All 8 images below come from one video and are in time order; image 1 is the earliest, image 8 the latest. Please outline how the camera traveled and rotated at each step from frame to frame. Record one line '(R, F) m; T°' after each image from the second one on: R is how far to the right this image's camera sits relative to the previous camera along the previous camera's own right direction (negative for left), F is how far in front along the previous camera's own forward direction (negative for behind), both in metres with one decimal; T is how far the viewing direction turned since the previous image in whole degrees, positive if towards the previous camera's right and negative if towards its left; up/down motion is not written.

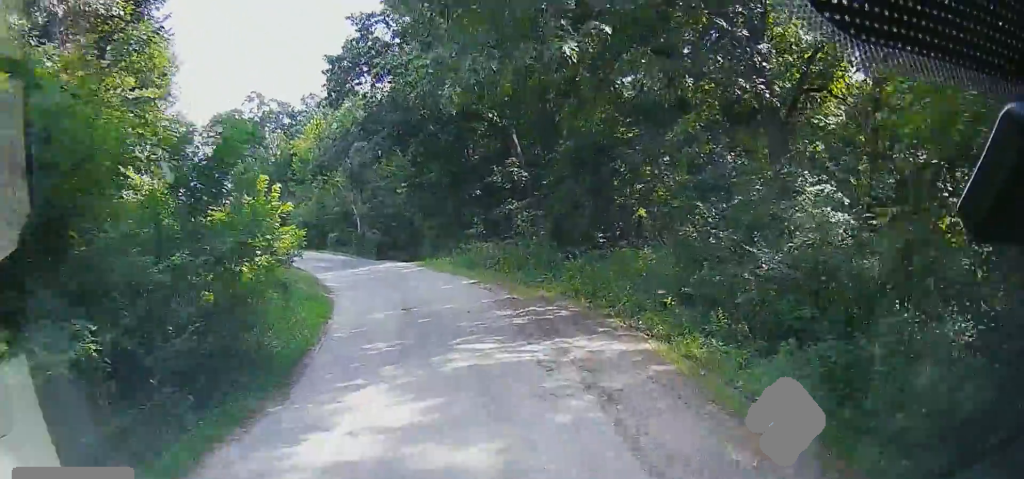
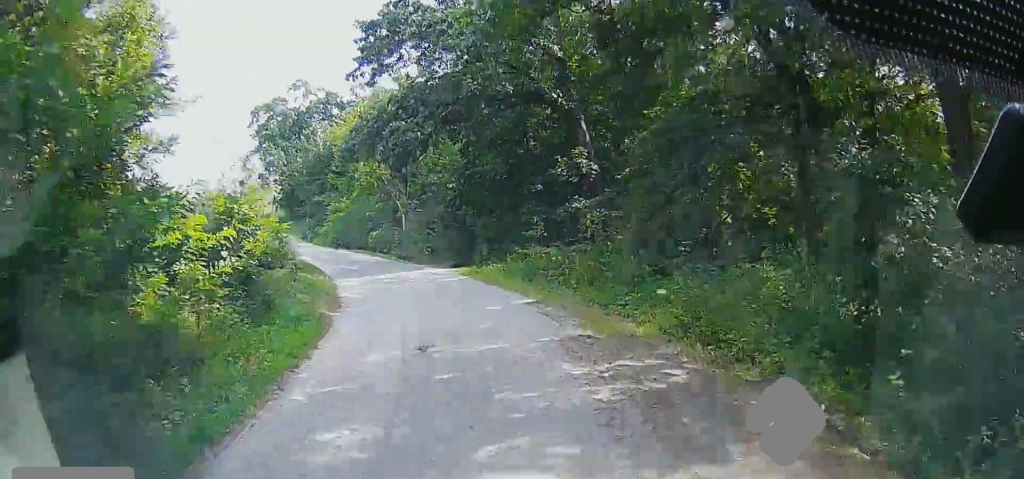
(-0.3, +5.9) m; -3°
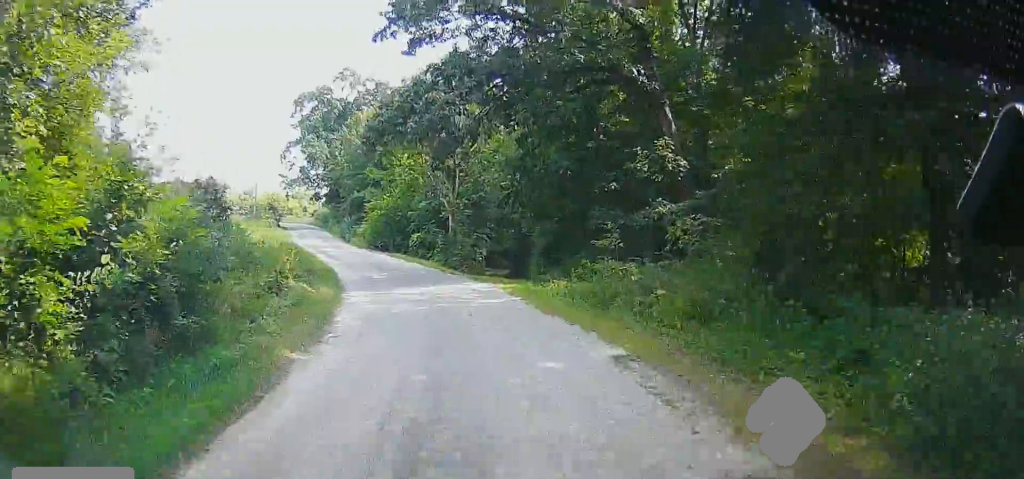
(-0.2, +6.0) m; -2°
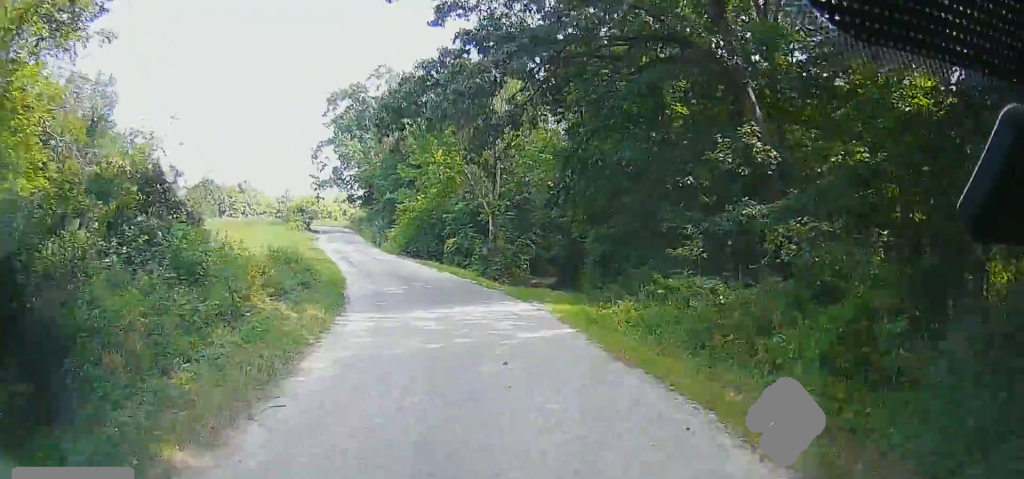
(0.0, +4.9) m; -4°
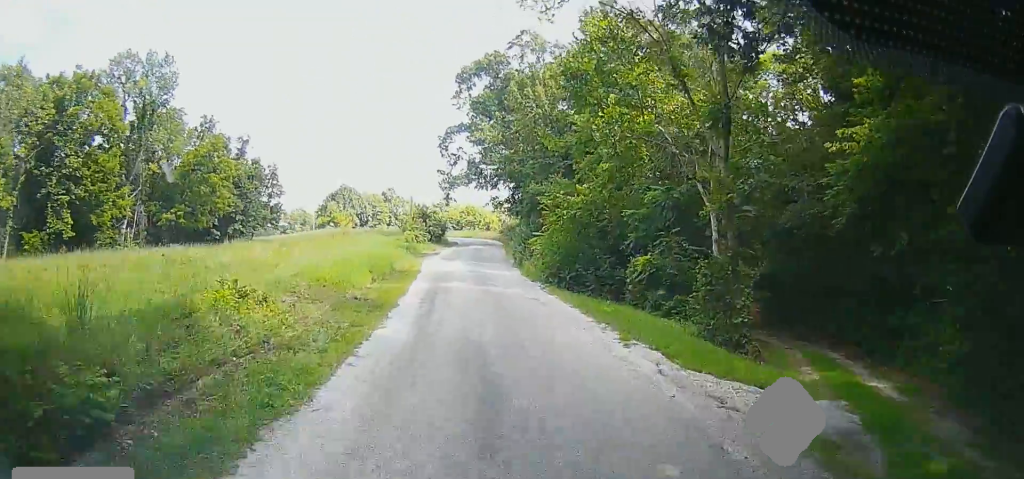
(-2.4, +17.2) m; -15°
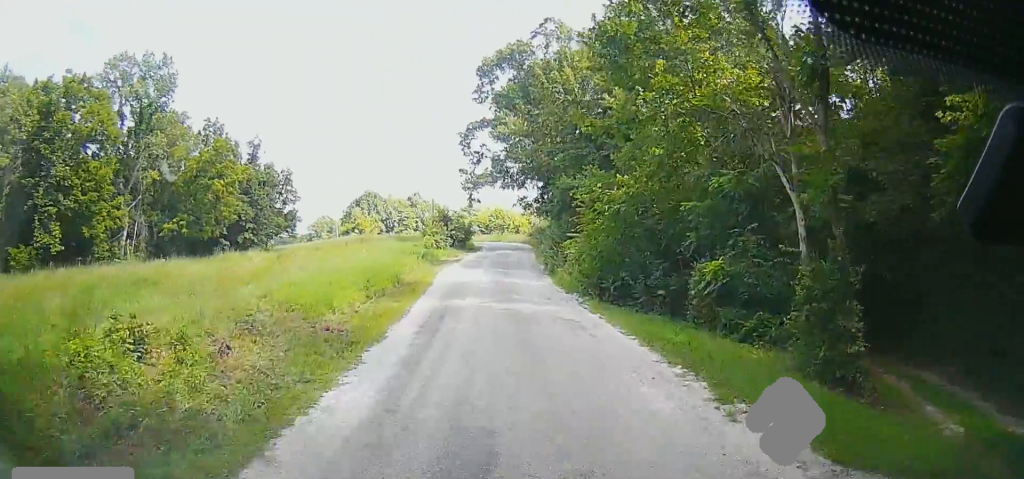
(0.0, +4.6) m; -2°
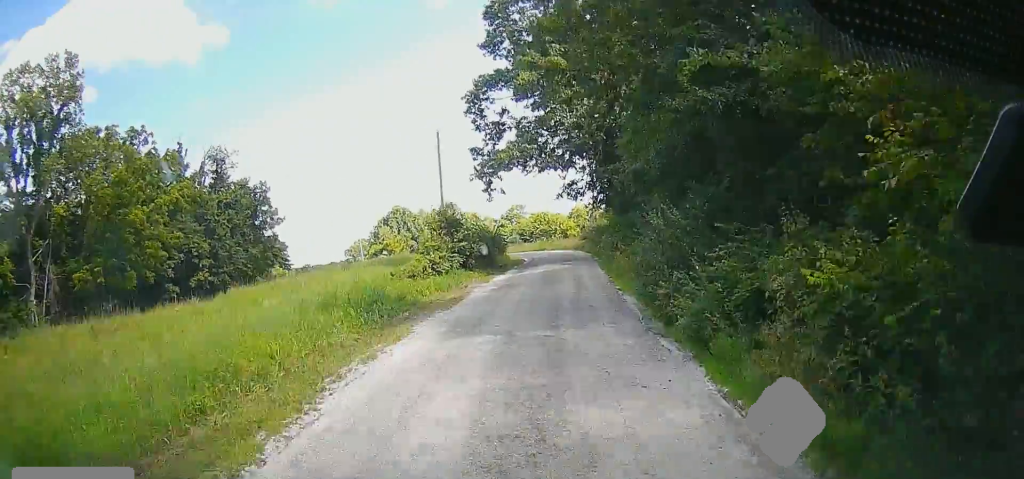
(-1.7, +18.8) m; -8°
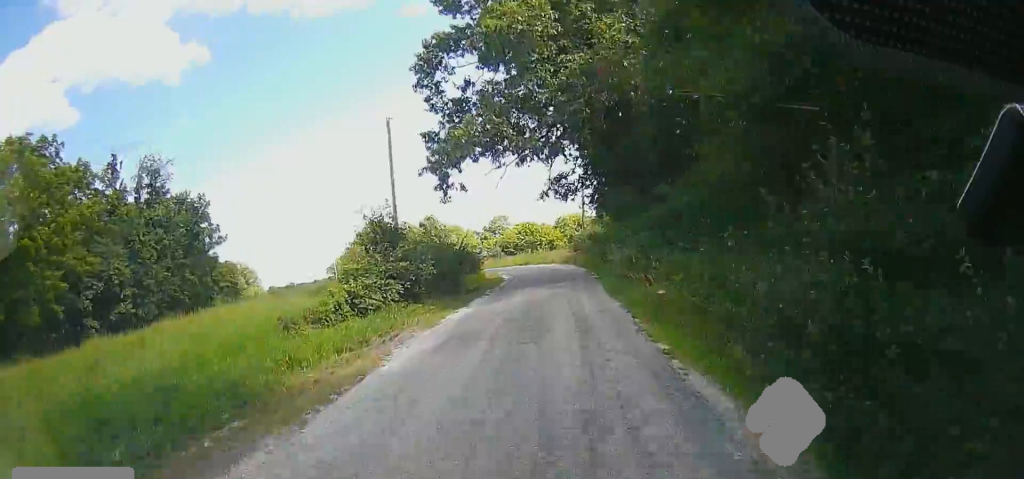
(-0.2, +10.2) m; -1°
